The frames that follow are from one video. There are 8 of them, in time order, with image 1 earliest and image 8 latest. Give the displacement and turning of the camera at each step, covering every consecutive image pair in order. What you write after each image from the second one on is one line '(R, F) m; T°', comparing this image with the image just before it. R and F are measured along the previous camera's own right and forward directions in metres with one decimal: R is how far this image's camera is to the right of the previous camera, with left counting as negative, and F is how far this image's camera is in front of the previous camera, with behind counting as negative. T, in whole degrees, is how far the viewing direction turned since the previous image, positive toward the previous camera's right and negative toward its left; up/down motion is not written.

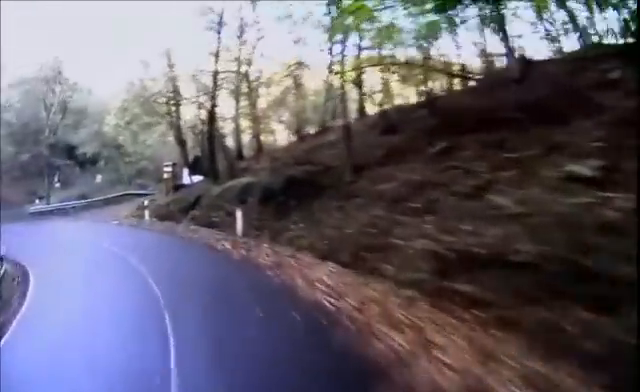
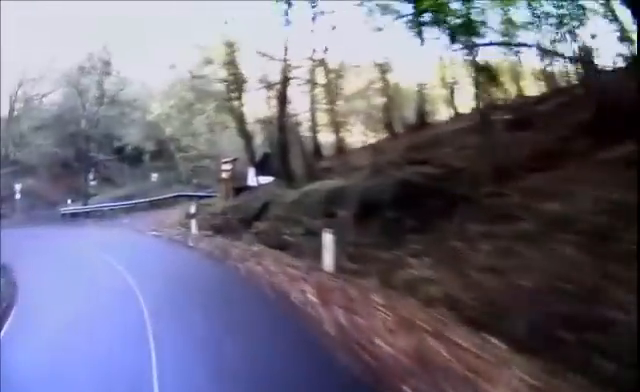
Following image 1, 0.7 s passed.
(-0.4, +3.7) m; -10°
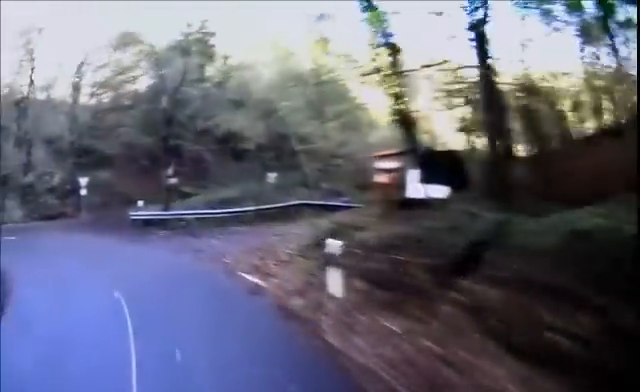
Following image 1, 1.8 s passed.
(-0.7, +5.4) m; -16°
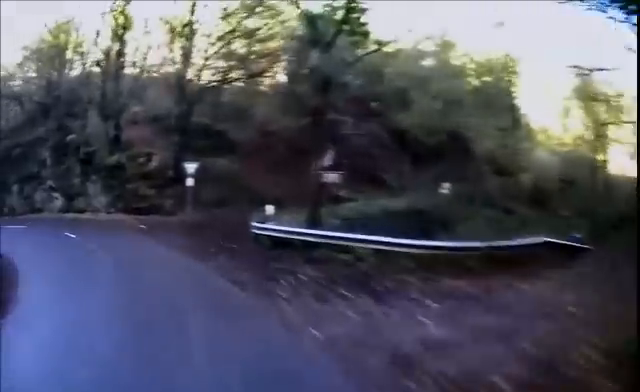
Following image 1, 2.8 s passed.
(-1.0, +5.1) m; -27°
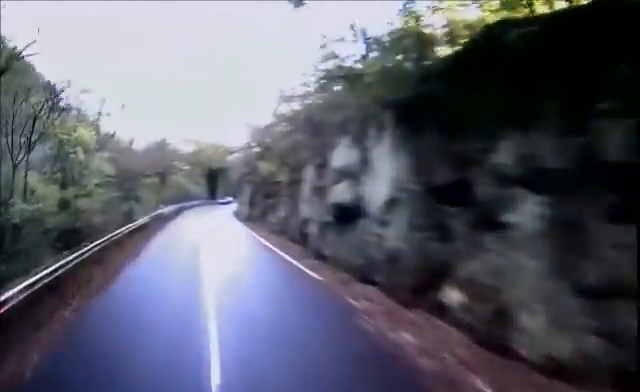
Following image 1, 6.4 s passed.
(-12.7, +11.9) m; -65°
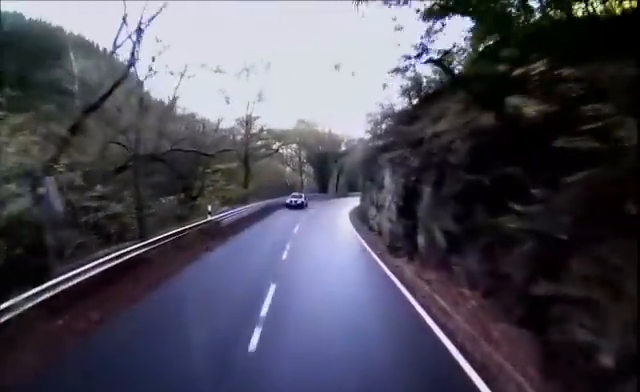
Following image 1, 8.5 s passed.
(-0.9, +15.4) m; -10°
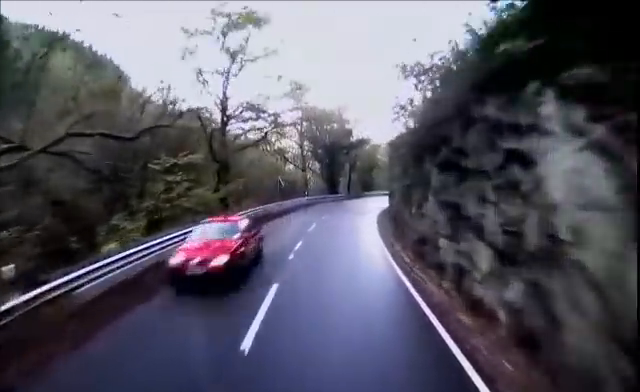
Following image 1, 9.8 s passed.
(-1.0, +12.0) m; -10°
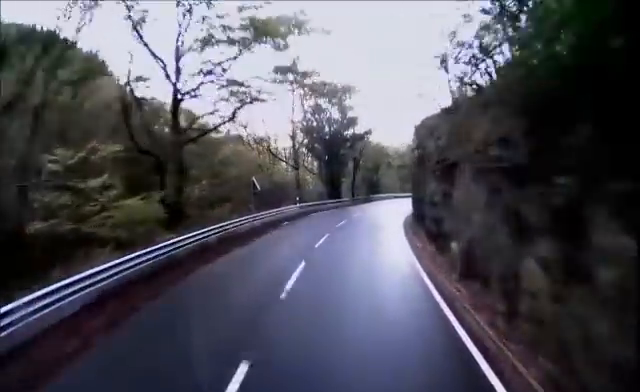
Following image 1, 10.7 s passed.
(+0.1, +9.6) m; -9°
